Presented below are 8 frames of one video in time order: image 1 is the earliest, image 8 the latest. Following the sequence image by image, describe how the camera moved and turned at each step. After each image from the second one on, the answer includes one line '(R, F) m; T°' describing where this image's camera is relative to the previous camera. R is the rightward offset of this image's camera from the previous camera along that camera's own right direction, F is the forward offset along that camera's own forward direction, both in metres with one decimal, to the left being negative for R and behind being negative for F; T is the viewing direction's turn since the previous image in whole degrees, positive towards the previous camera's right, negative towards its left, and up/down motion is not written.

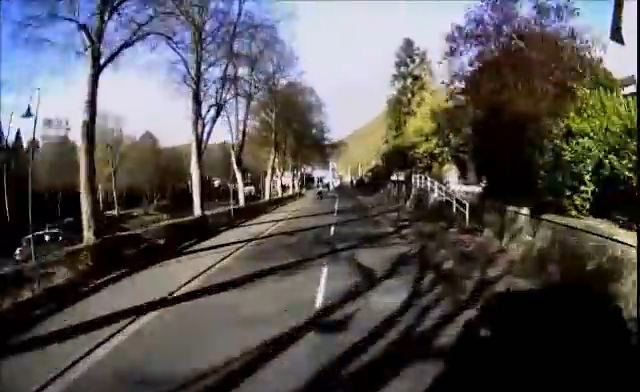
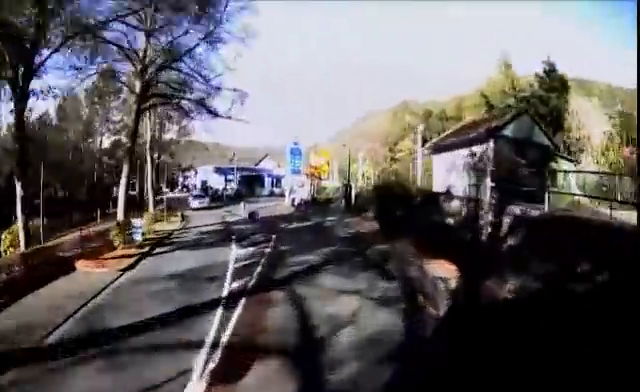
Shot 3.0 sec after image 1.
(0.0, +49.5) m; -6°
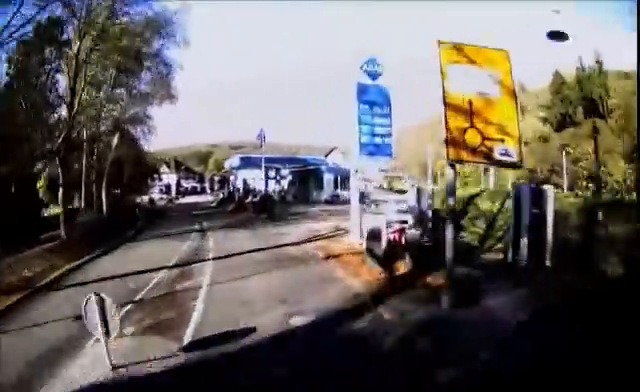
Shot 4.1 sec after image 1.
(-1.4, +18.8) m; -10°
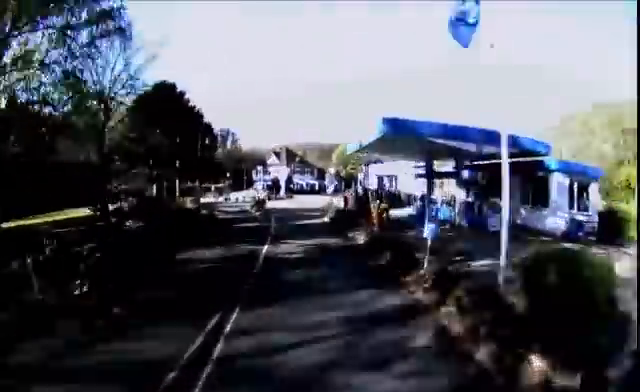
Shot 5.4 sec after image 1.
(-1.3, +18.9) m; -11°
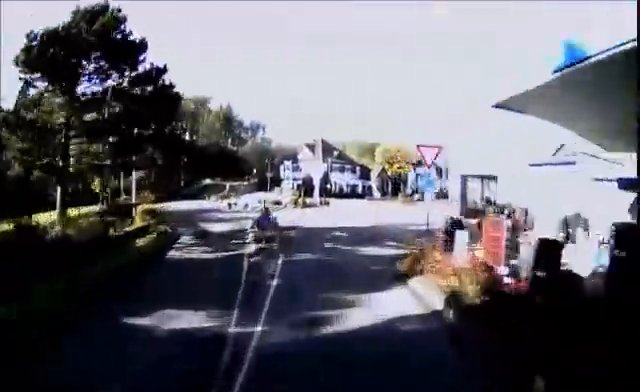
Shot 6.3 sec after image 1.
(-2.6, +13.4) m; -3°
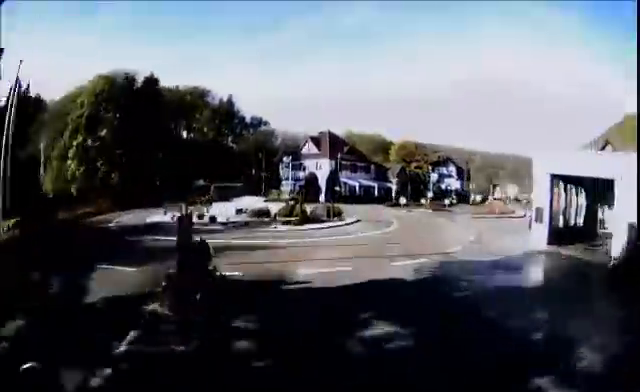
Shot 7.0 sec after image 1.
(-0.8, +10.0) m; -3°
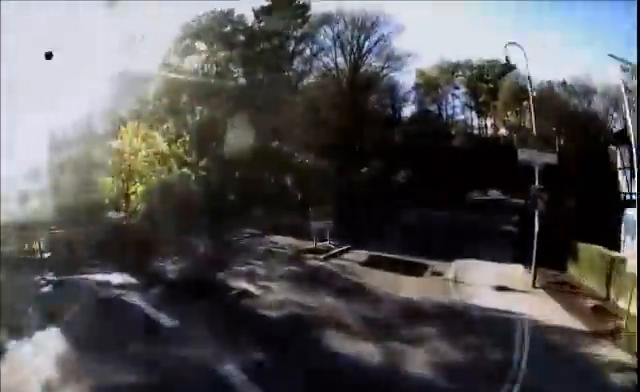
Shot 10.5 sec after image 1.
(-8.6, +38.2) m; -29°
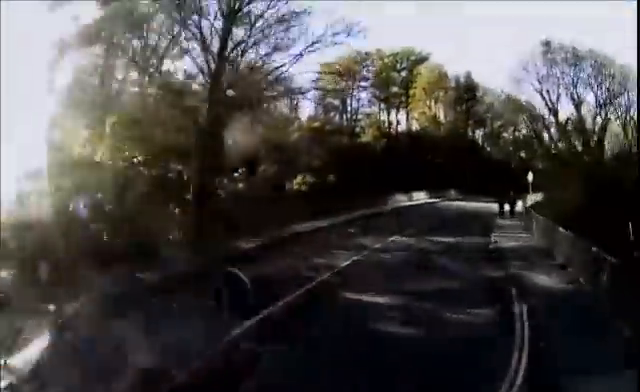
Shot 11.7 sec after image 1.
(+0.7, +13.5) m; +7°
